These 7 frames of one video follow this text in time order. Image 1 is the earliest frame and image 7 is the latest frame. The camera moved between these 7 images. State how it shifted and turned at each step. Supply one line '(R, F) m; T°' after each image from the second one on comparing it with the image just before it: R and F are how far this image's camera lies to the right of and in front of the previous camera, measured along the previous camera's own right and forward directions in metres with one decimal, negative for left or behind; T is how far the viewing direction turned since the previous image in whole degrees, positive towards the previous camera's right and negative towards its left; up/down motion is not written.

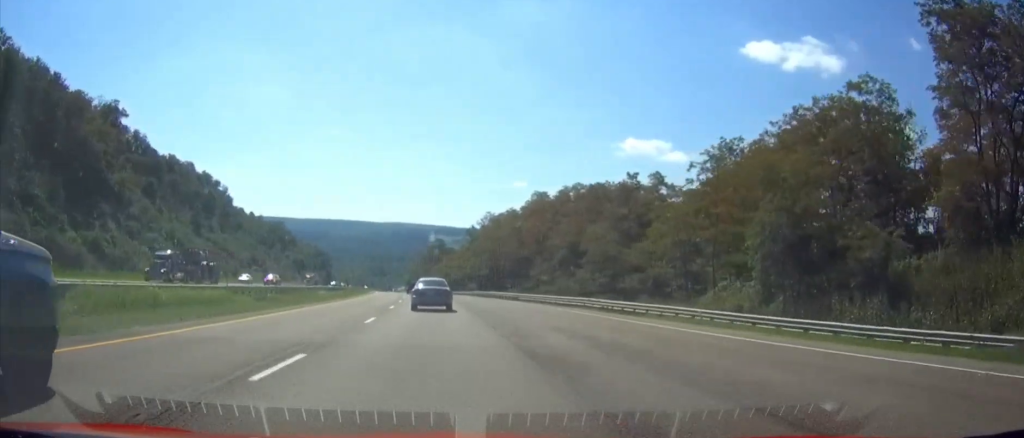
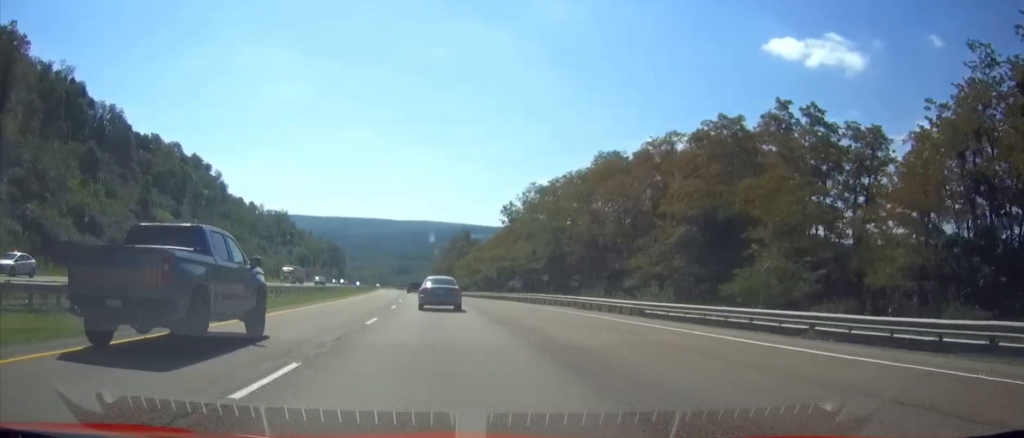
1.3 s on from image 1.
(0.0, +40.4) m; 0°
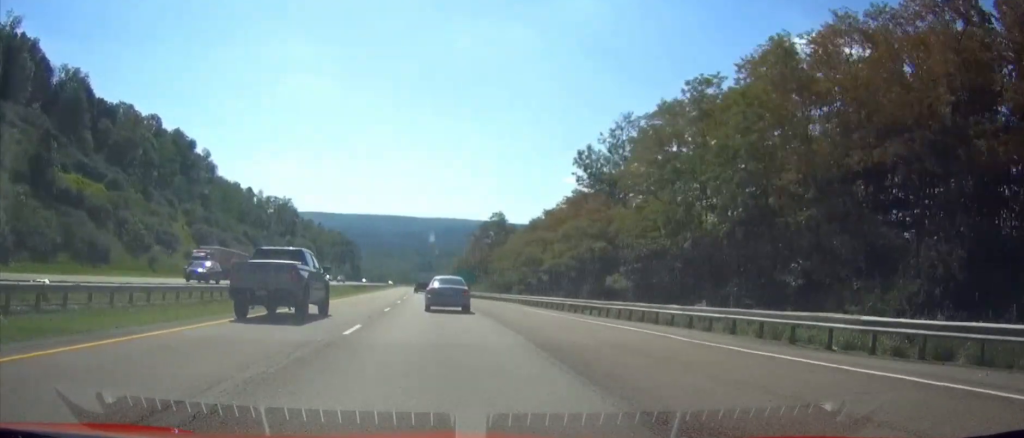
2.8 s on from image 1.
(0.0, +43.6) m; 0°
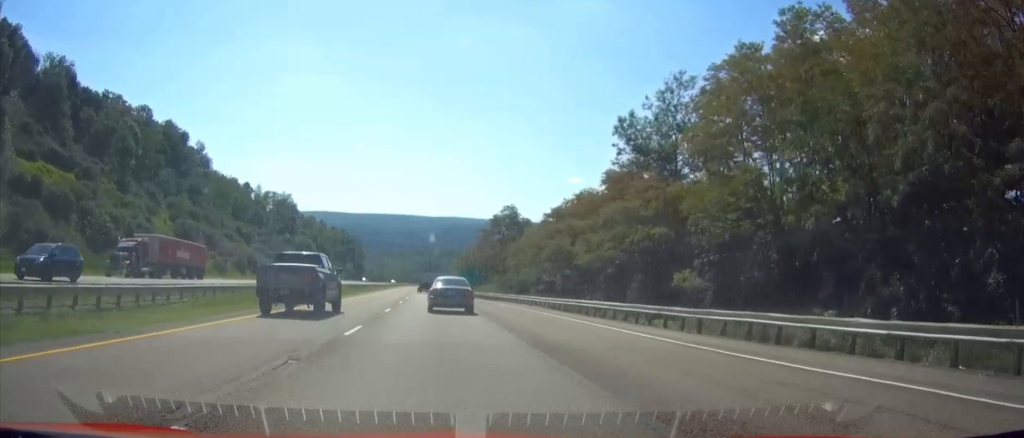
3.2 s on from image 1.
(0.0, +13.2) m; 0°
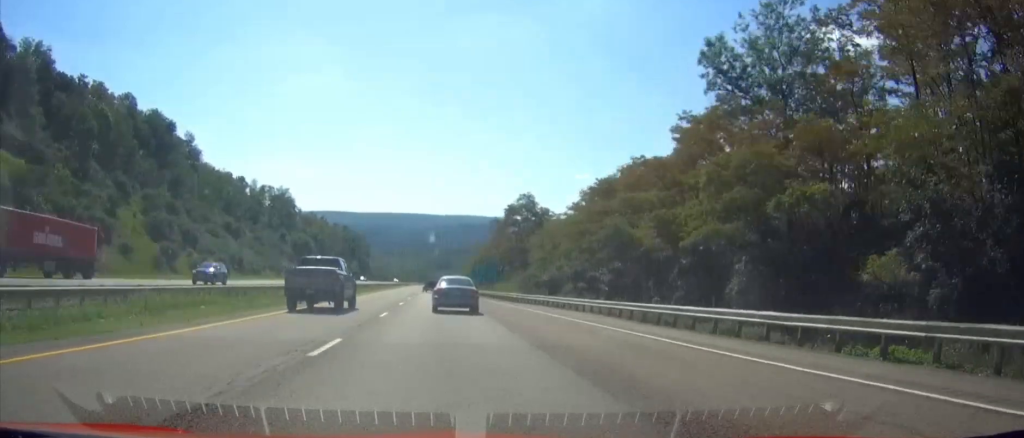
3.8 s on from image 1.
(0.0, +17.3) m; 0°
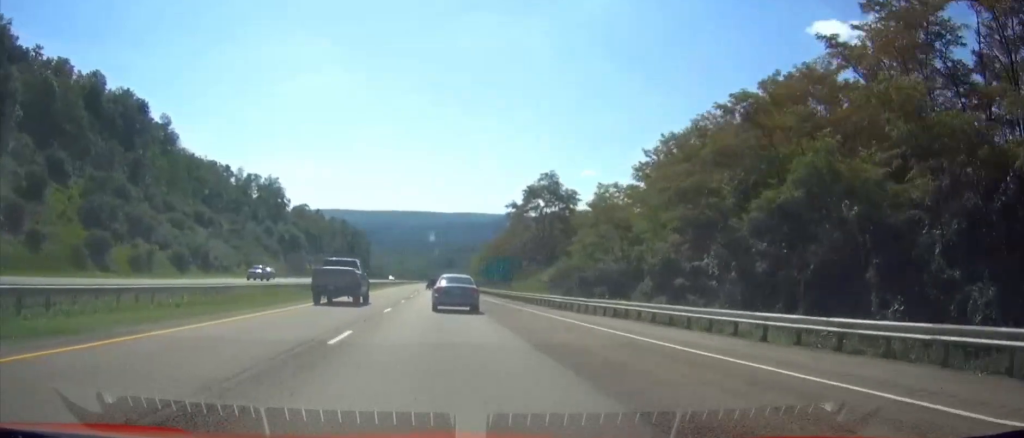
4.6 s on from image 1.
(0.0, +24.5) m; 0°
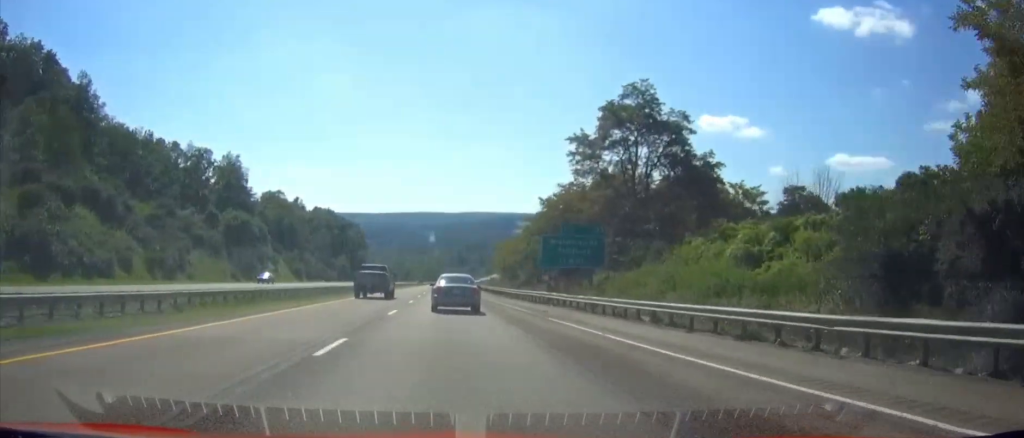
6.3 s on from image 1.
(0.0, +54.3) m; 0°
